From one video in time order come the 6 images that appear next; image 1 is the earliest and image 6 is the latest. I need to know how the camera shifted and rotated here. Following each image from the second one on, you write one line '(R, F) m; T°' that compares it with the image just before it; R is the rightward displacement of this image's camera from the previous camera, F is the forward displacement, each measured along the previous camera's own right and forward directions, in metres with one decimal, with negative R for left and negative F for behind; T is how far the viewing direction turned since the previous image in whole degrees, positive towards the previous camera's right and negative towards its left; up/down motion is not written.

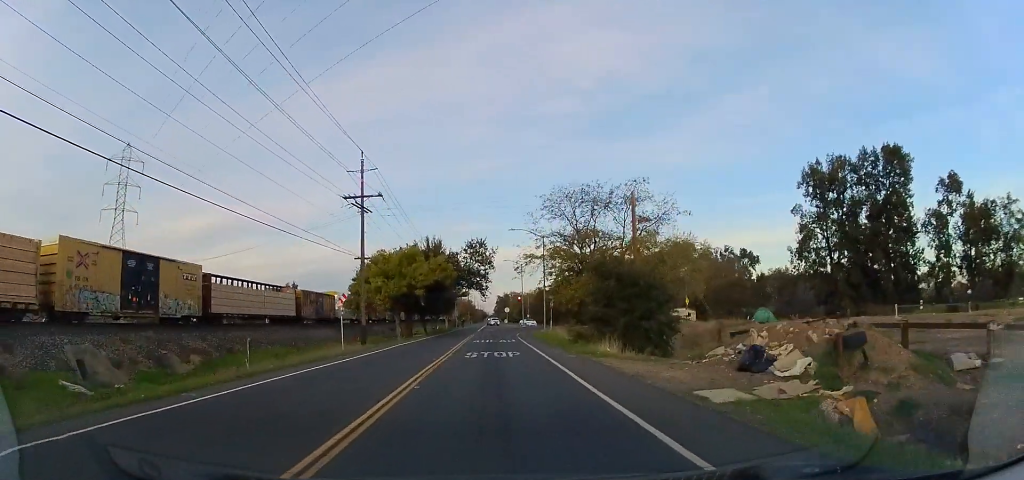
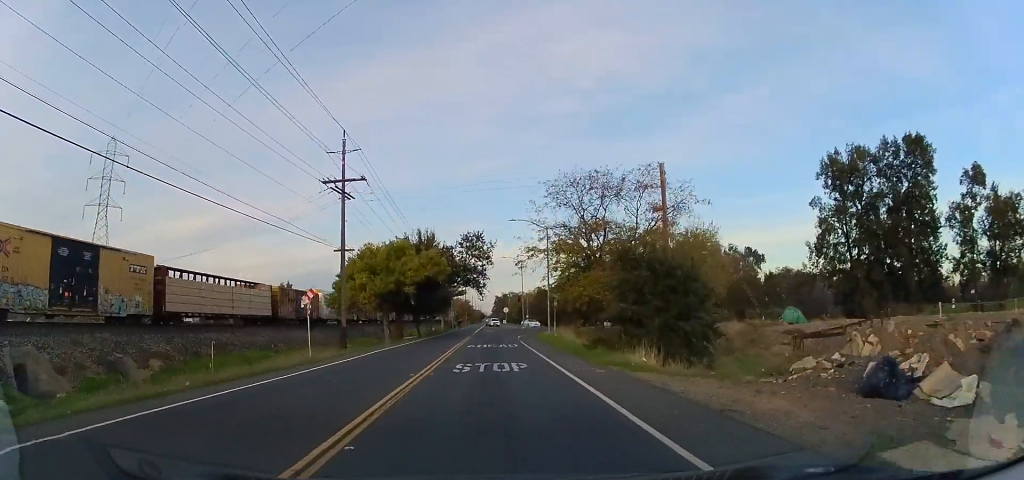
(0.0, +4.8) m; +1°
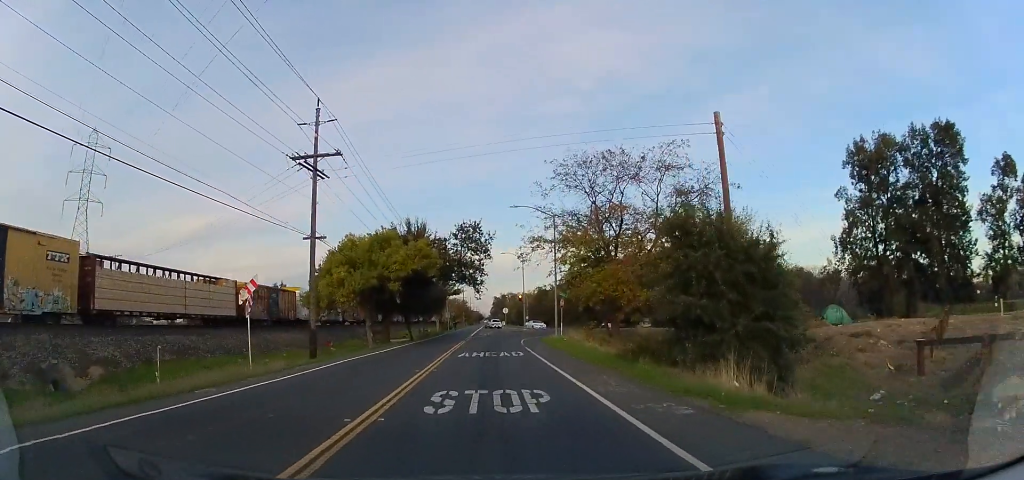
(+0.1, +5.8) m; +2°
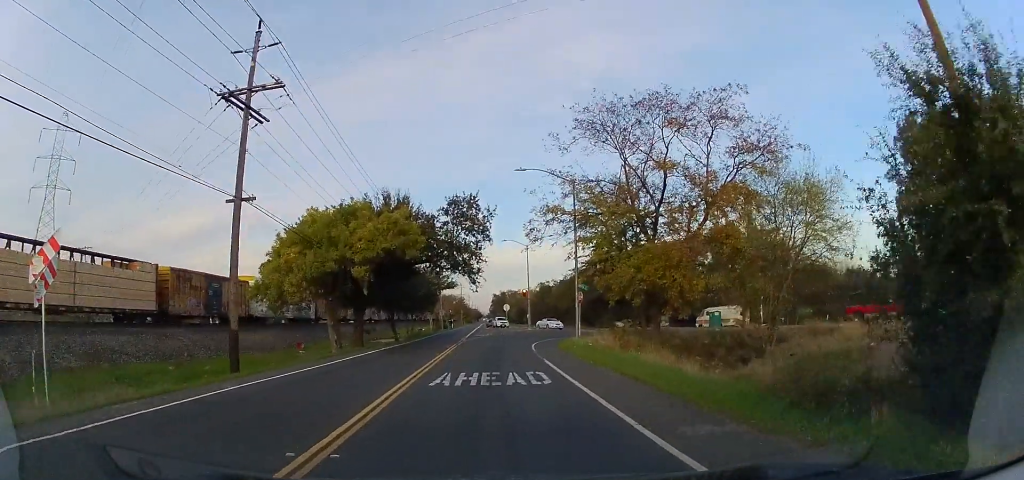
(+0.3, +9.4) m; 0°
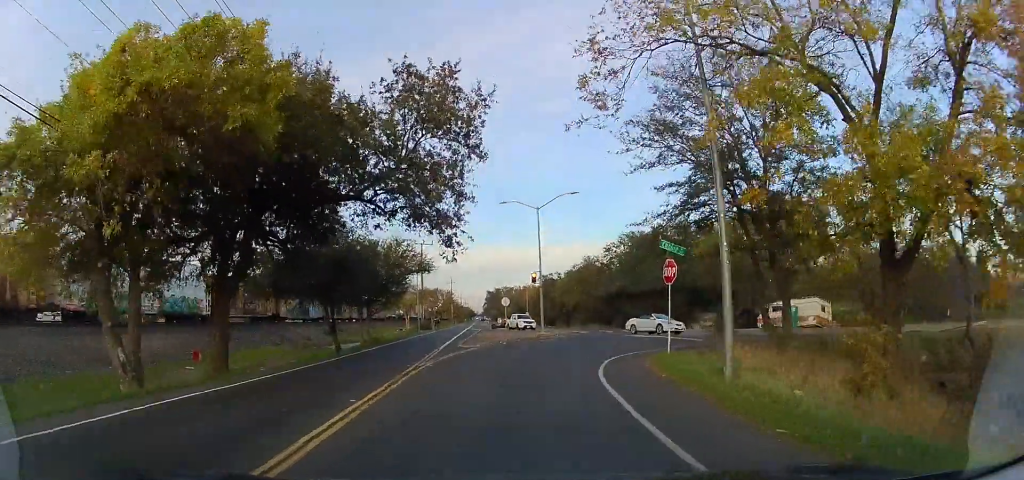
(+0.6, +18.6) m; +3°
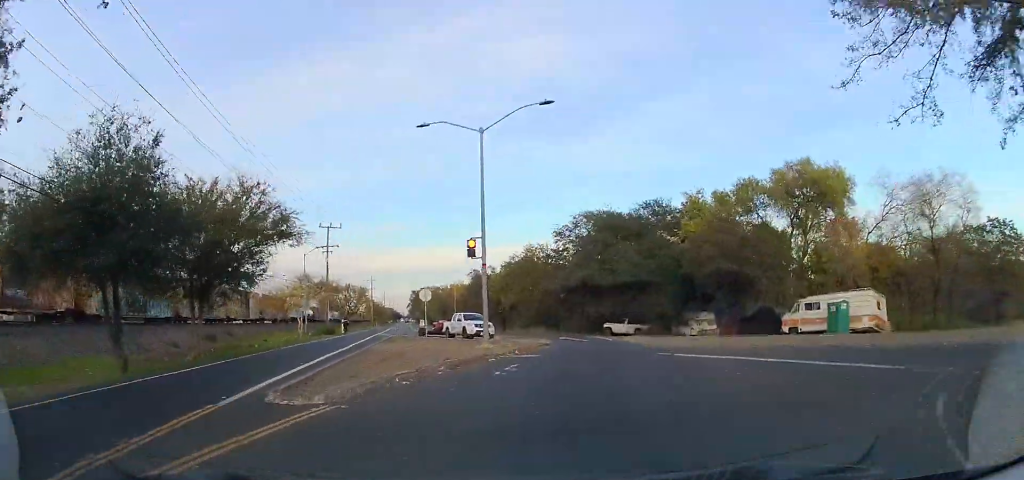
(+0.1, +16.9) m; +5°
